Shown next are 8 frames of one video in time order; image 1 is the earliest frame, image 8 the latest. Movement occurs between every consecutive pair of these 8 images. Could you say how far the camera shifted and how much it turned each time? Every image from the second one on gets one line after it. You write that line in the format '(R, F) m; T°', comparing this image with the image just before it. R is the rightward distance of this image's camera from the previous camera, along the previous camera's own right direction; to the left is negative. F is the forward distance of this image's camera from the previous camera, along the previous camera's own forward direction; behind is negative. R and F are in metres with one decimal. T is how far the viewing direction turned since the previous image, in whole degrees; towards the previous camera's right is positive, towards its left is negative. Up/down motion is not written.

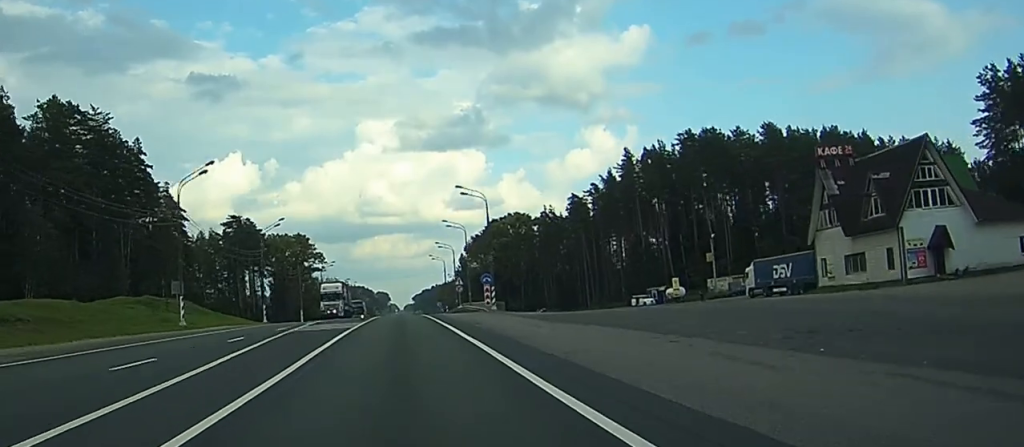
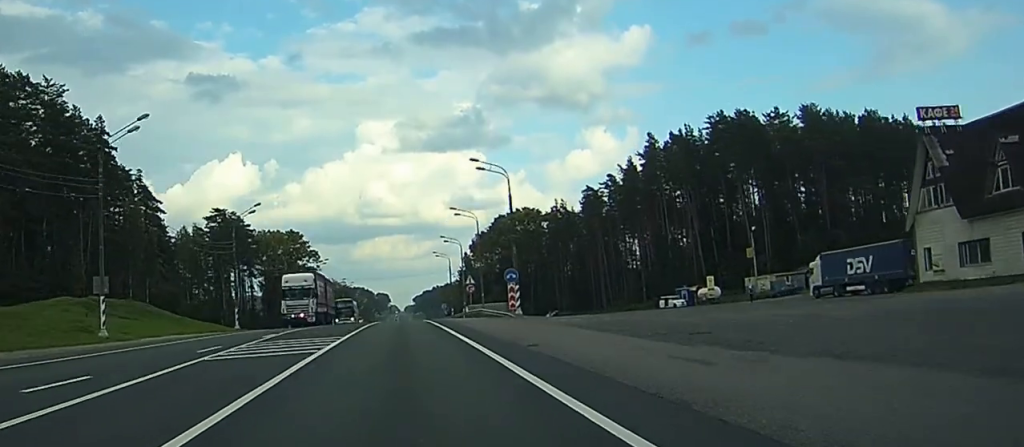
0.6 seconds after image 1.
(0.0, +16.2) m; 0°
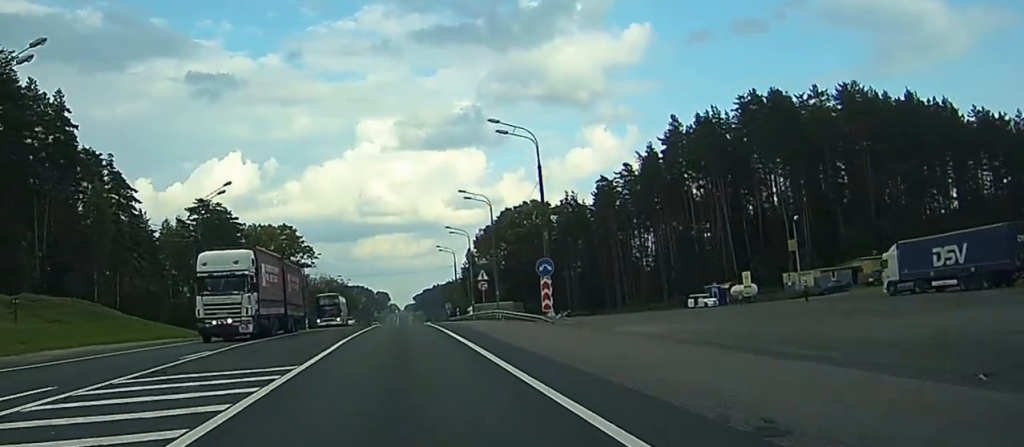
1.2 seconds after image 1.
(0.0, +13.7) m; 0°
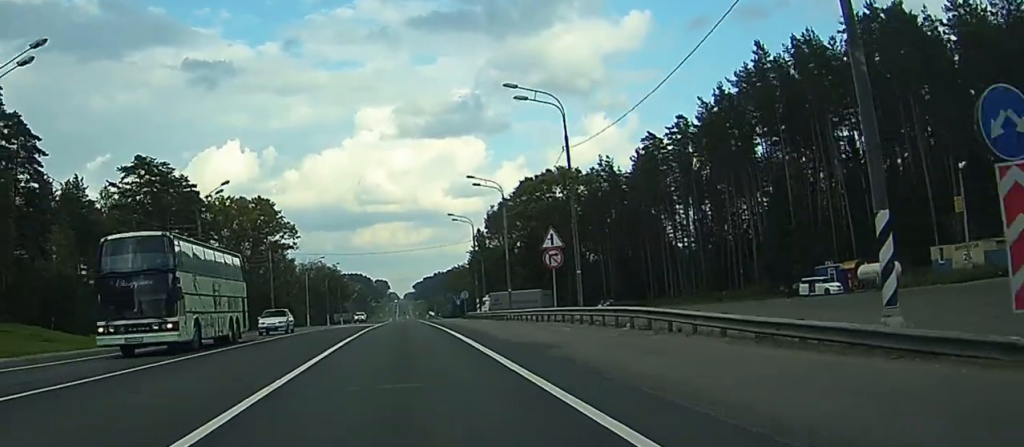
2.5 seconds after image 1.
(0.0, +35.2) m; 0°
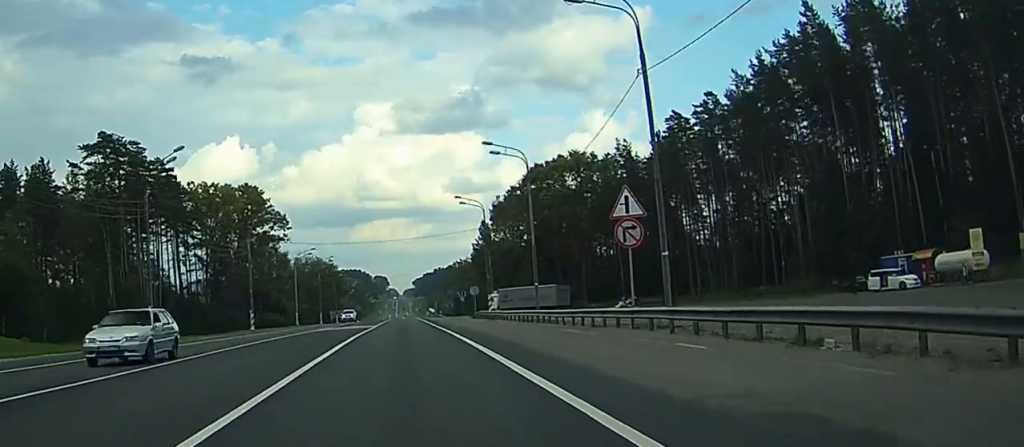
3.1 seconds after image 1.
(0.0, +13.9) m; 0°
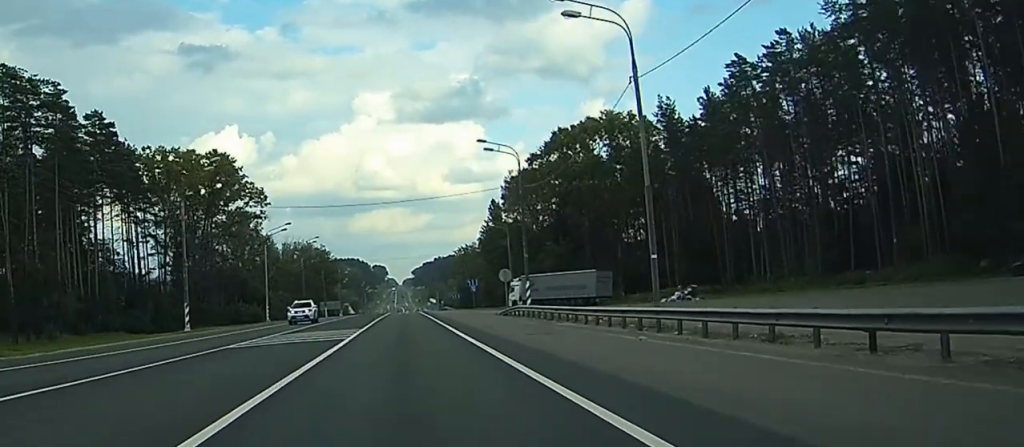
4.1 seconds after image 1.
(0.0, +26.1) m; 0°
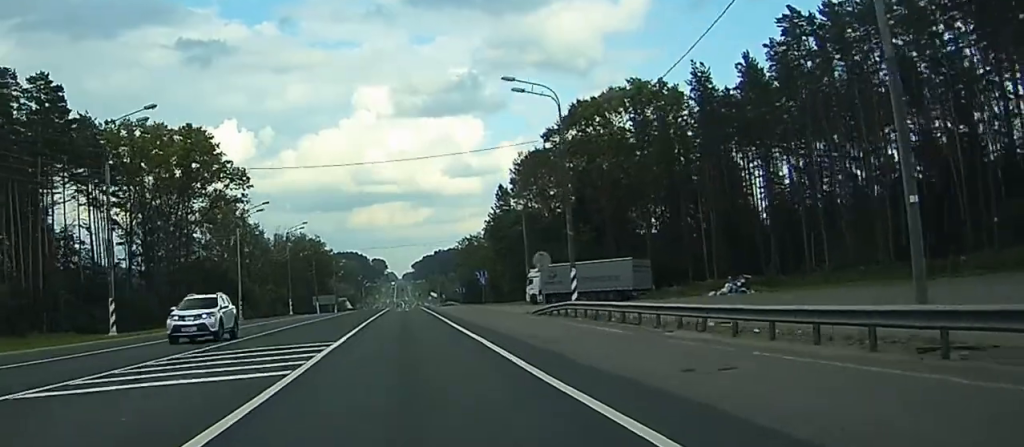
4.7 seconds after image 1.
(0.0, +15.7) m; 0°
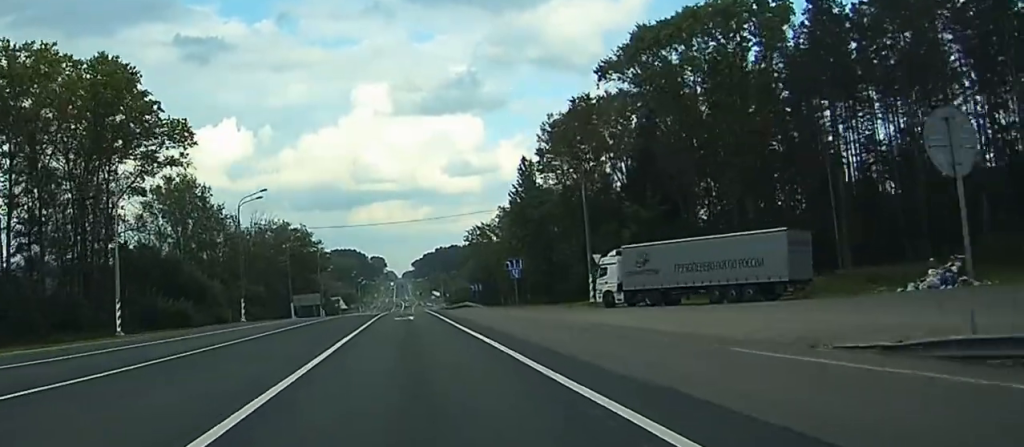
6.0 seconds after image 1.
(-0.2, +34.3) m; 0°
